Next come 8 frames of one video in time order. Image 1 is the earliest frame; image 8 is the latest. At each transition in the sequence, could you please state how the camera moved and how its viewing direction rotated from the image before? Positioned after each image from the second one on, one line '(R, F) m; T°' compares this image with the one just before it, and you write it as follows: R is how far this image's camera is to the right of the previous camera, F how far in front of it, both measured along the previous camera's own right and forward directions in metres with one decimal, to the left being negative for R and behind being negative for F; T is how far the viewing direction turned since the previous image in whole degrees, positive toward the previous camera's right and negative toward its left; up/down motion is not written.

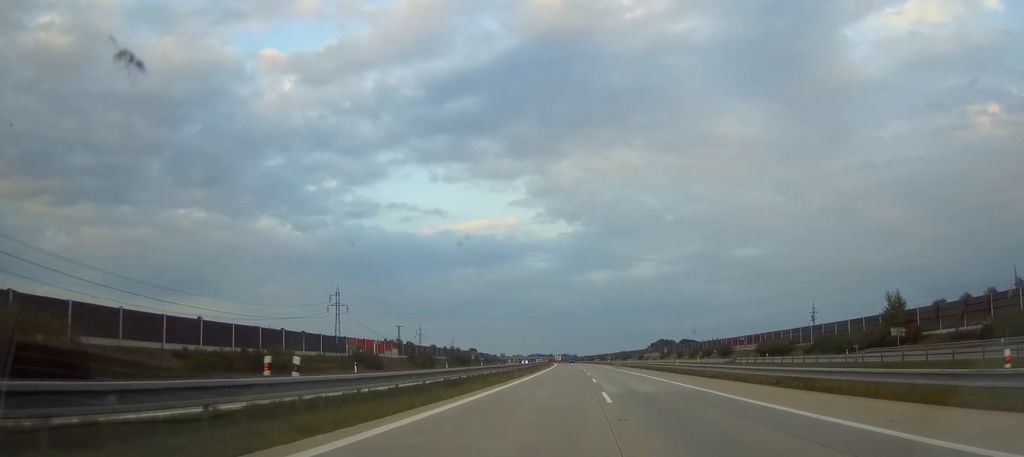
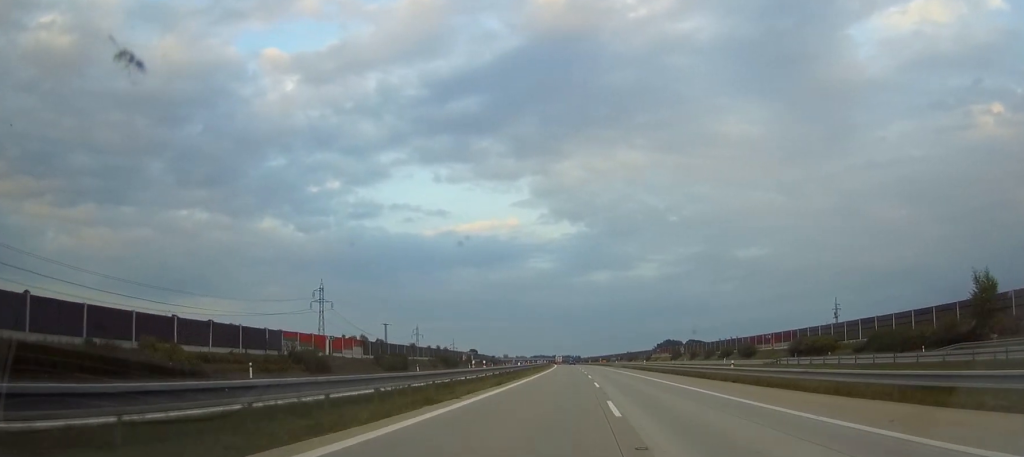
(0.0, +23.1) m; 0°
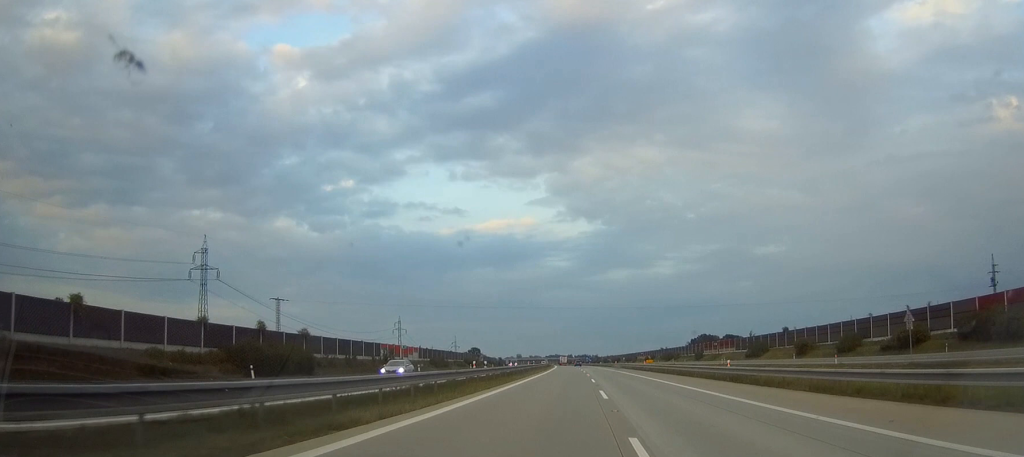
(-1.2, +99.2) m; -2°
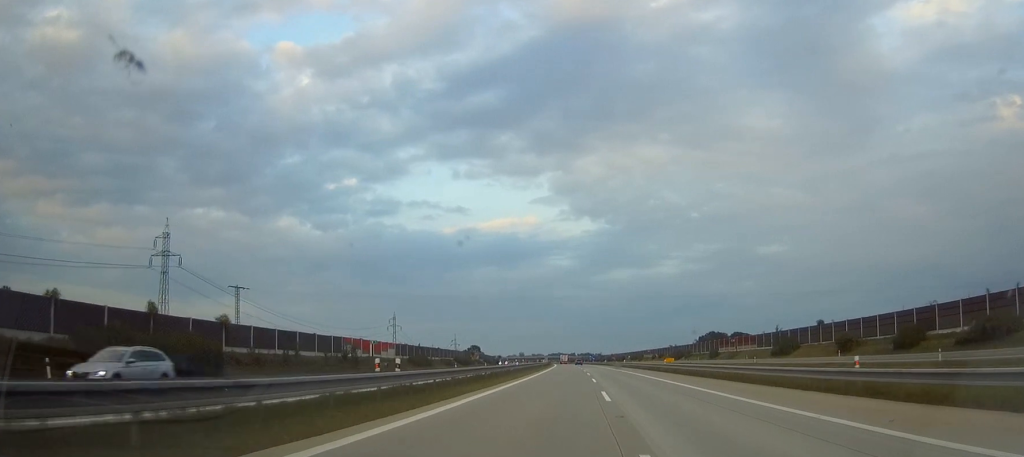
(0.0, +19.5) m; 0°
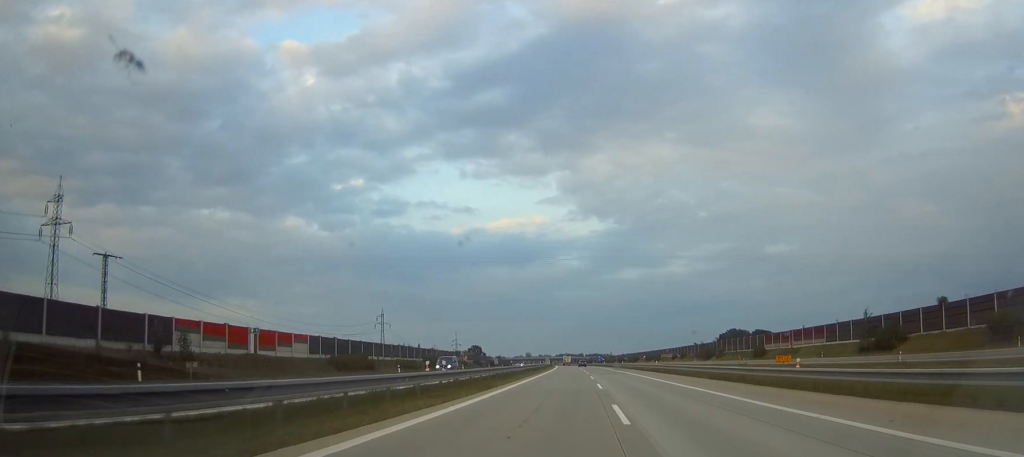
(-0.2, +41.6) m; -1°
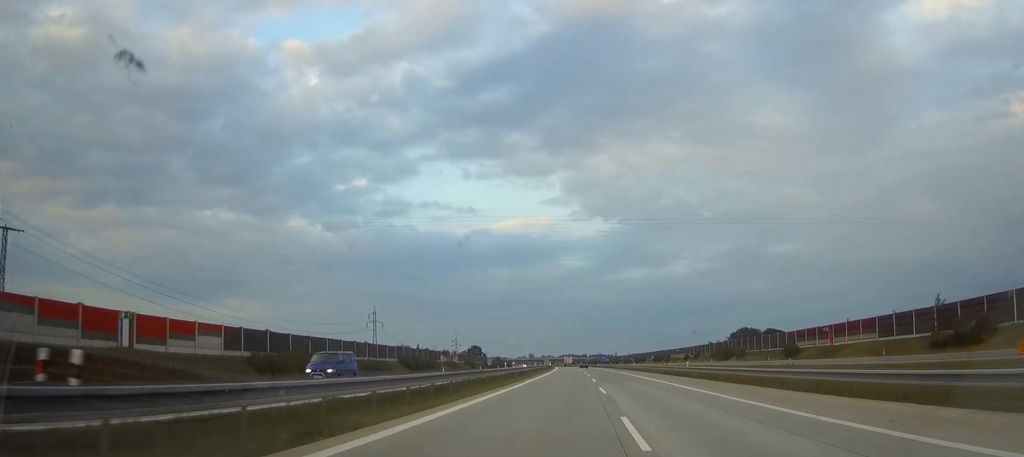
(-0.1, +21.0) m; 0°
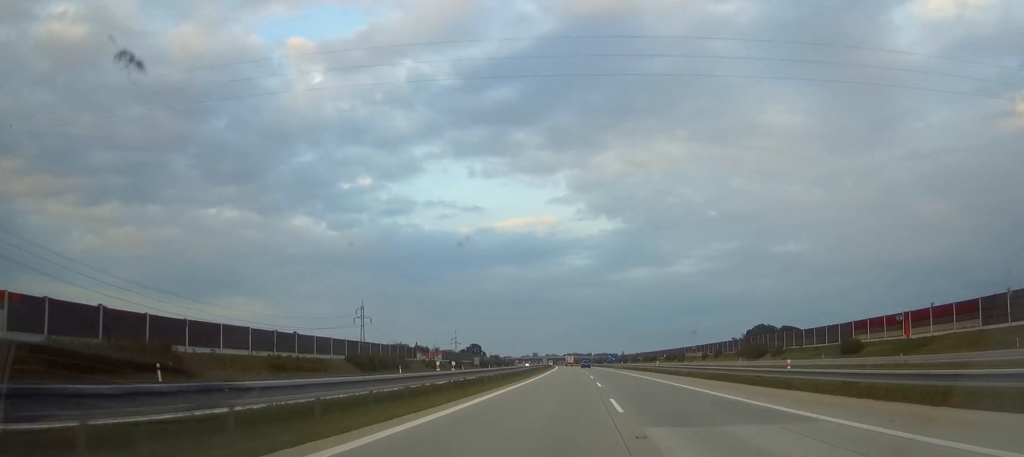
(-0.1, +28.6) m; 0°
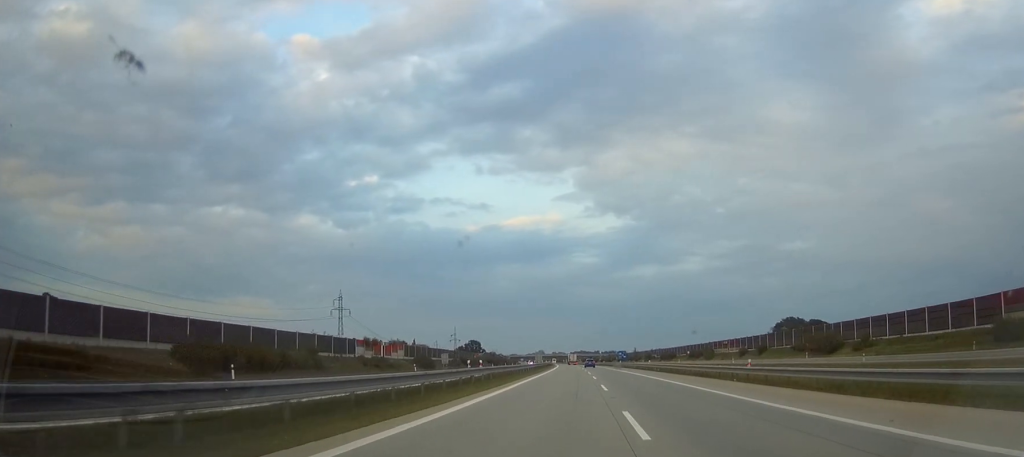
(-0.1, +43.8) m; 0°
